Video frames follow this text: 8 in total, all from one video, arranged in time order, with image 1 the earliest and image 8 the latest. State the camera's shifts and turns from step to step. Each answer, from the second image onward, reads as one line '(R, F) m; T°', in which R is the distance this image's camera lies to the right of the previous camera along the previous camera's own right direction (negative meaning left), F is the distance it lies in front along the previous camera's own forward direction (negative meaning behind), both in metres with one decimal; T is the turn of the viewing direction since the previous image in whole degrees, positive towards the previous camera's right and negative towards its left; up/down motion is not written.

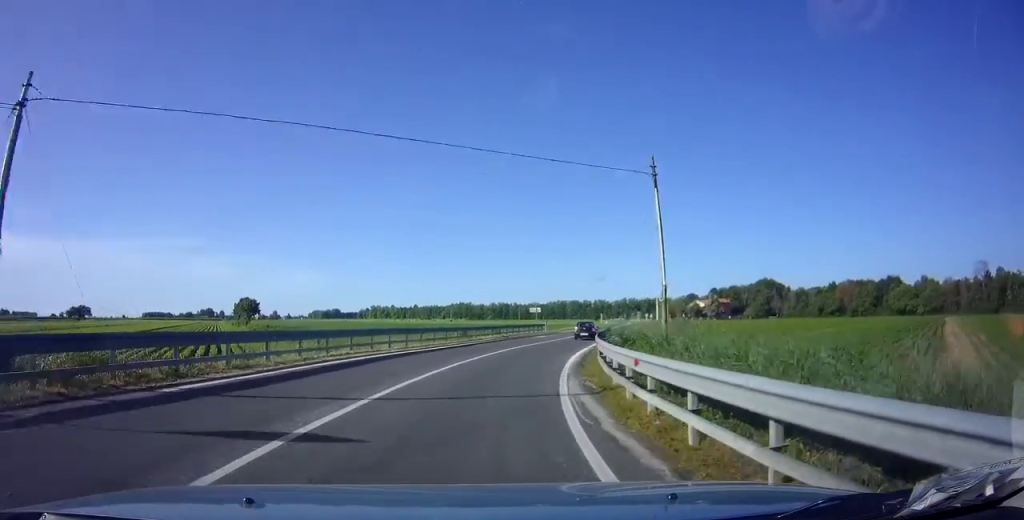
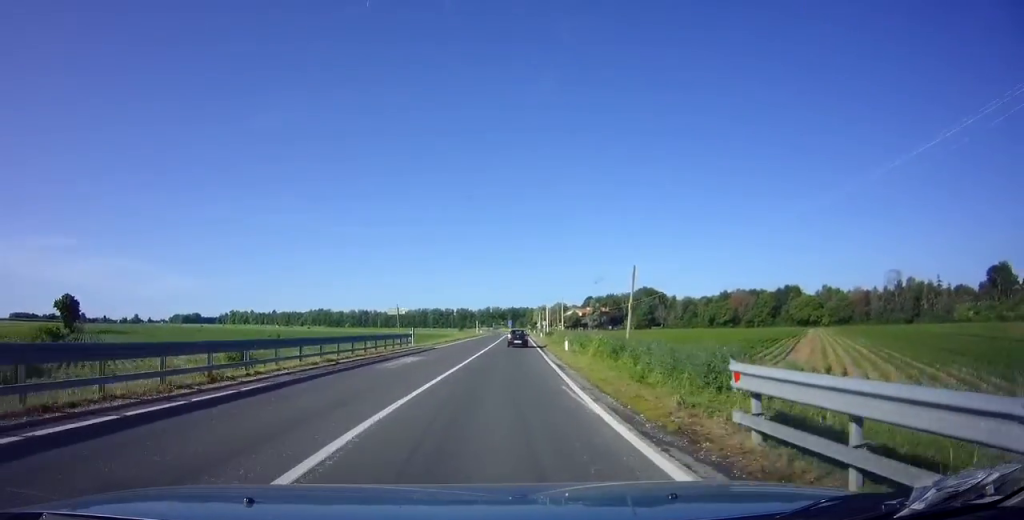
(+2.7, +22.9) m; +14°
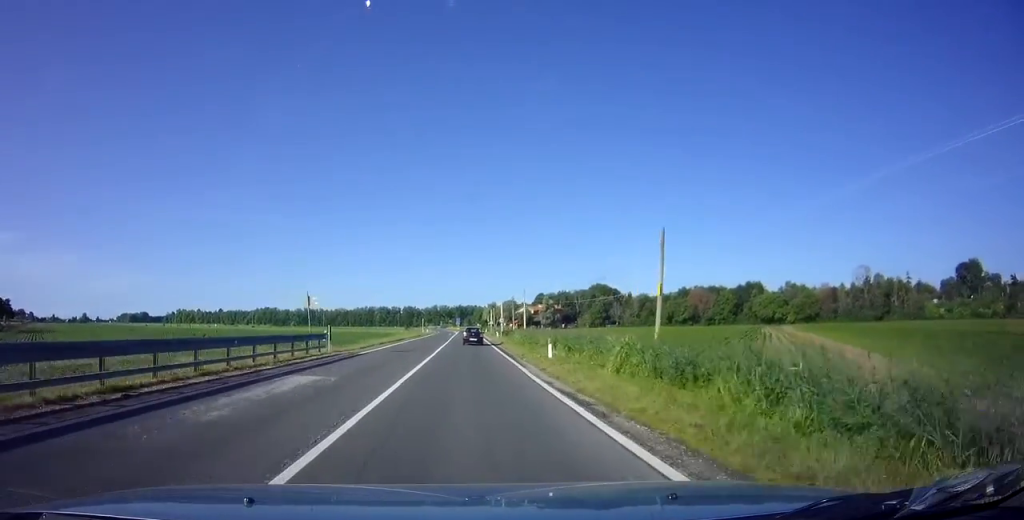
(+0.7, +10.7) m; +5°
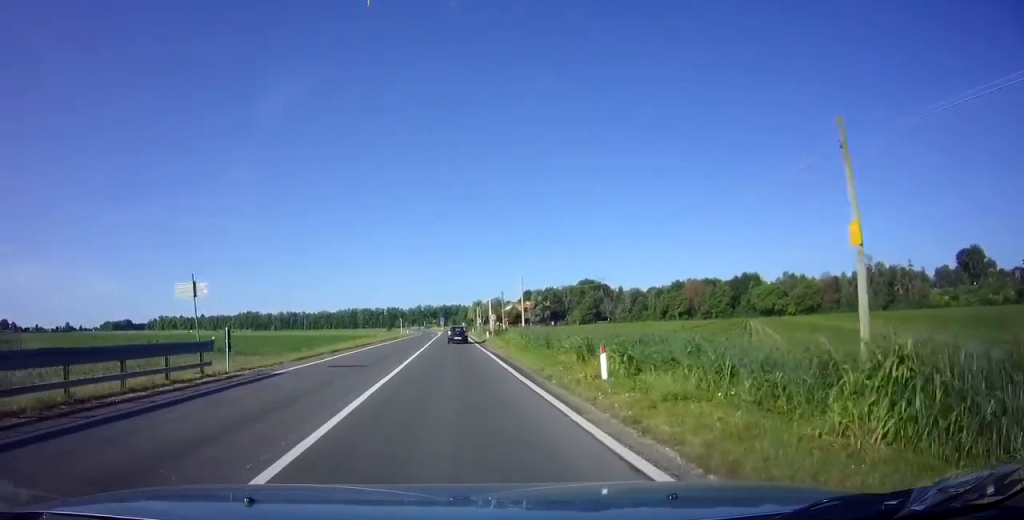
(+0.4, +11.1) m; +2°
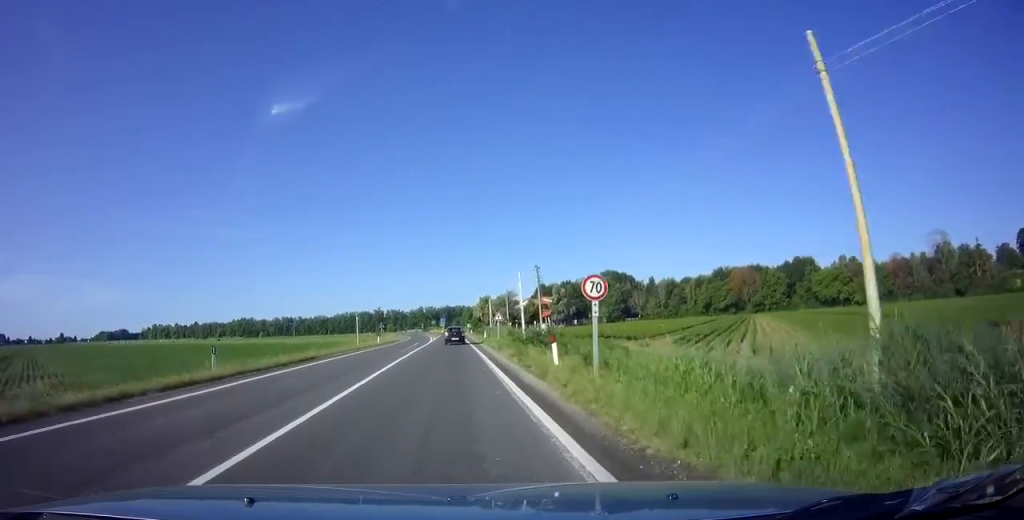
(0.0, +35.6) m; -1°
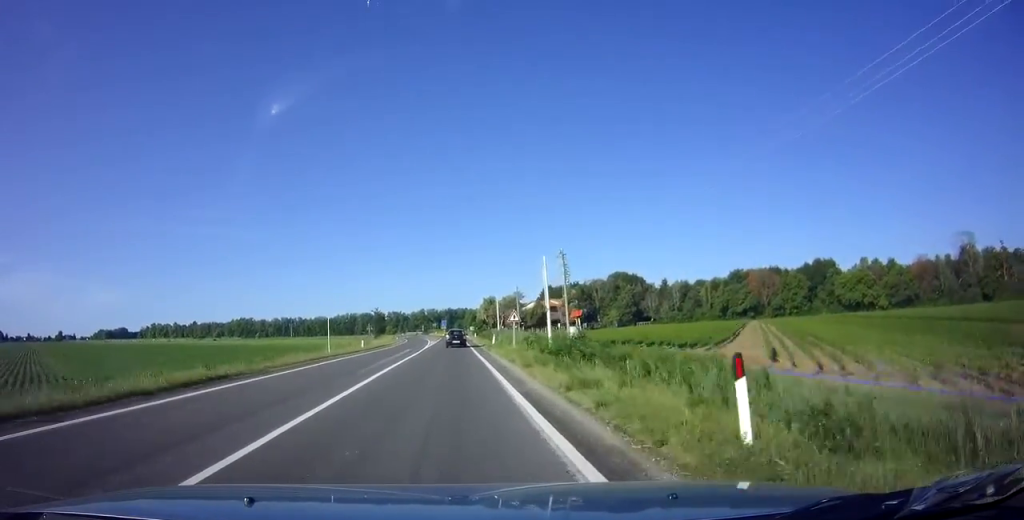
(0.0, +10.4) m; 0°
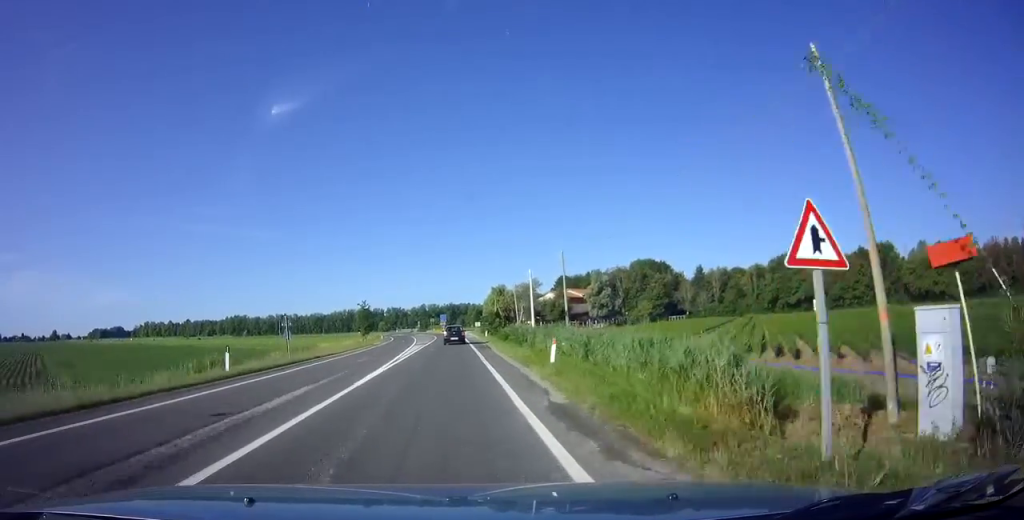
(0.0, +28.3) m; 0°
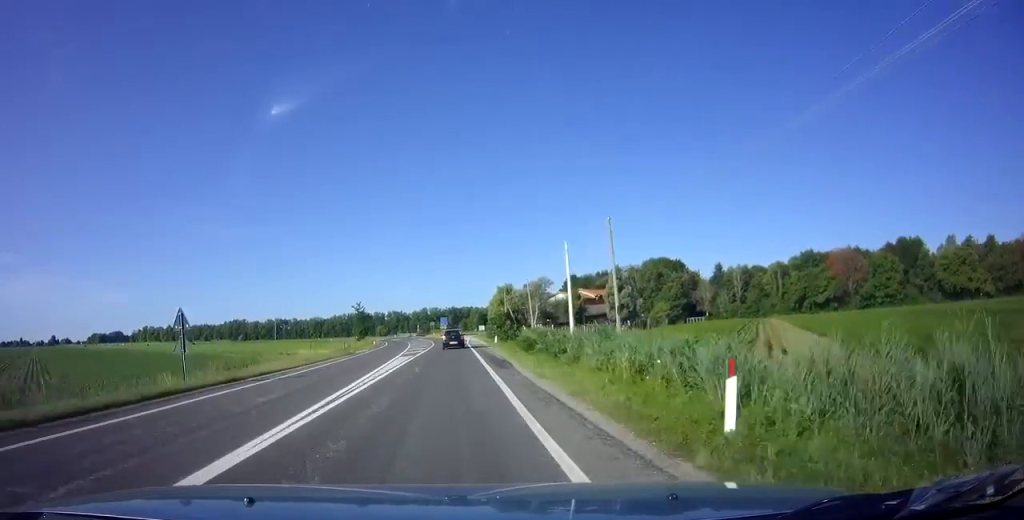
(0.0, +11.5) m; 0°
